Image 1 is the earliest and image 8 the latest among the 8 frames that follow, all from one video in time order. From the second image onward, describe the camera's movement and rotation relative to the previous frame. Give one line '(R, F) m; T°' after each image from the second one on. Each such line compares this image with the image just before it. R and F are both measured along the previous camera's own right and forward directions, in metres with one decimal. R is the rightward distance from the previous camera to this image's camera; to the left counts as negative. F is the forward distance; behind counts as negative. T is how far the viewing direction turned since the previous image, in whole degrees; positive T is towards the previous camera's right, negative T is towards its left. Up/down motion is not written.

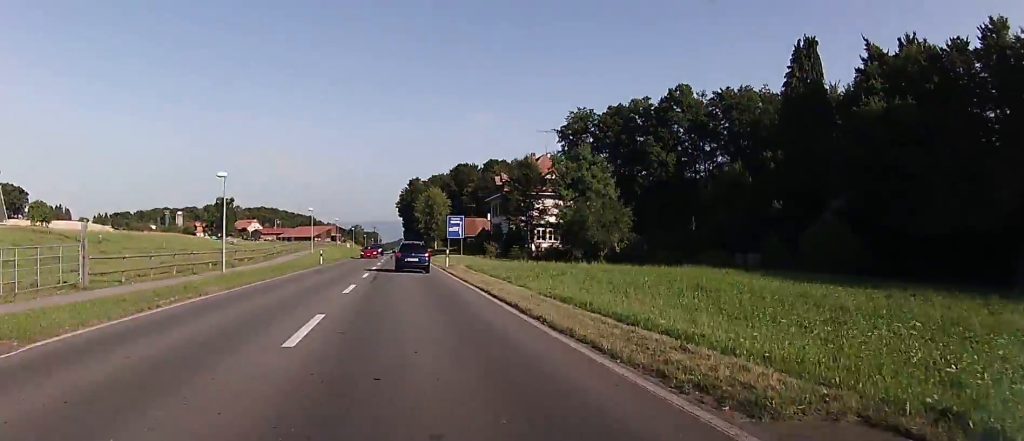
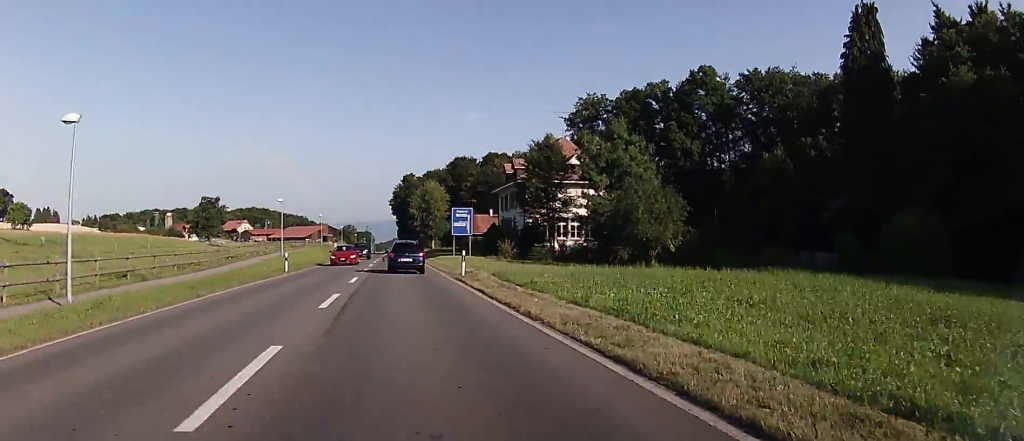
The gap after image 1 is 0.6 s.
(+0.2, +13.3) m; +1°
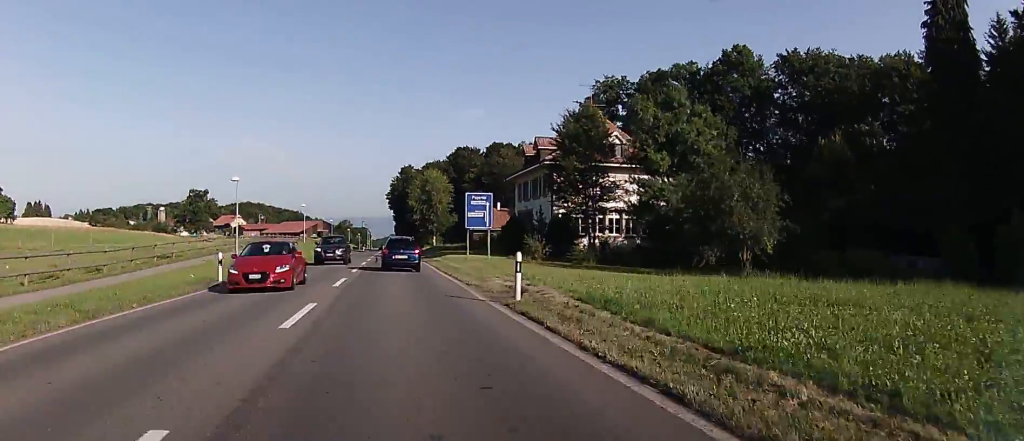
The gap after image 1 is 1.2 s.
(+0.2, +13.2) m; -1°
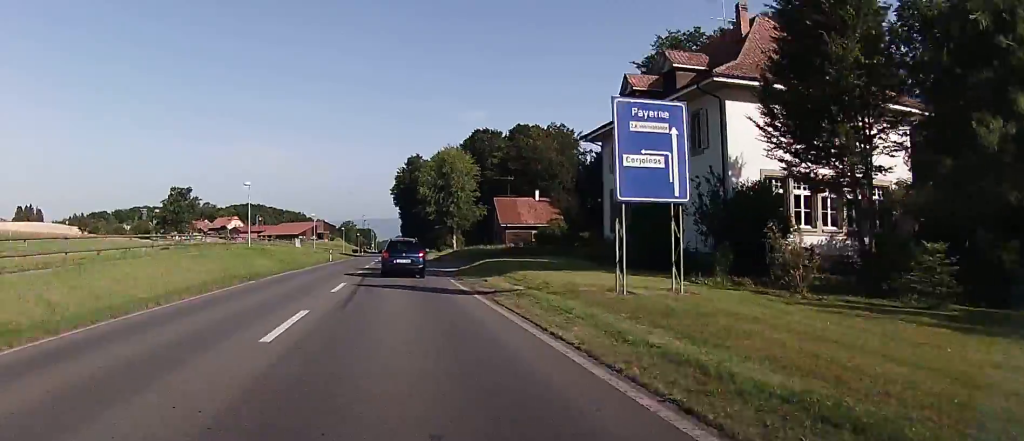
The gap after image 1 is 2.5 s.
(-0.8, +29.0) m; -3°
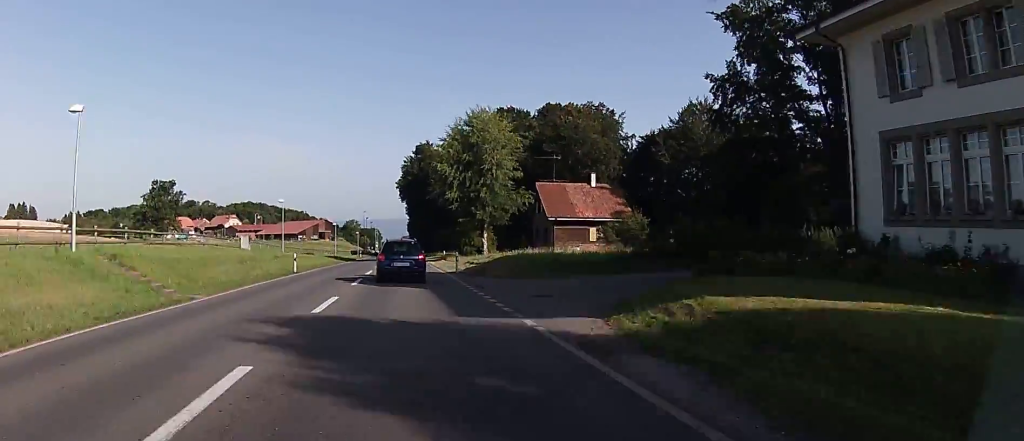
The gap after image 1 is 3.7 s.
(-0.1, +24.1) m; 0°
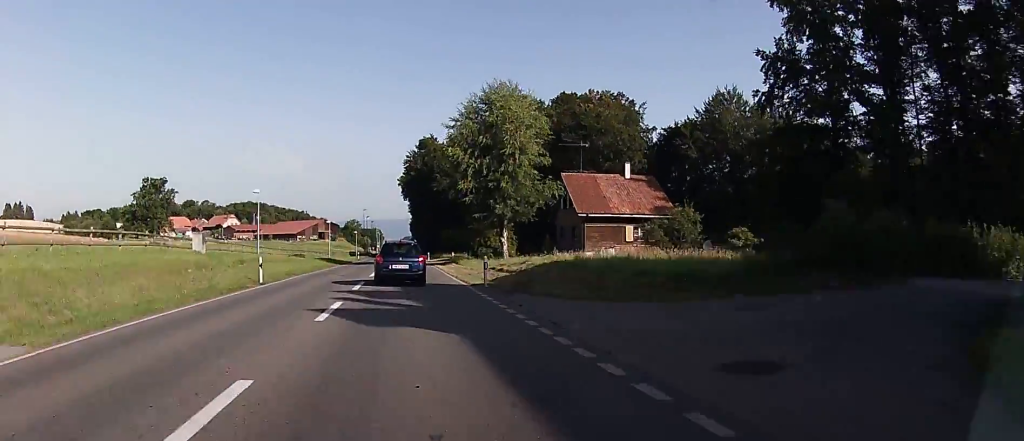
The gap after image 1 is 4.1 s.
(+0.2, +9.9) m; 0°
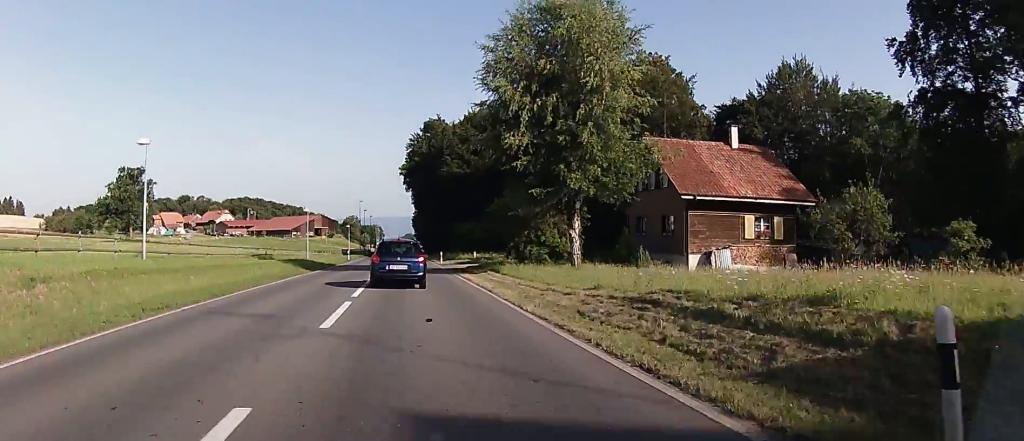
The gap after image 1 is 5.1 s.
(-0.2, +19.5) m; -1°
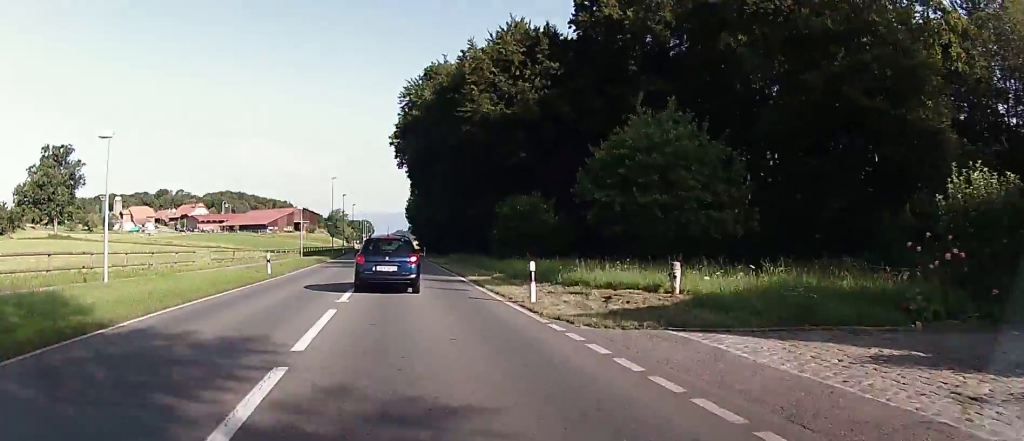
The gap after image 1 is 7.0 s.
(0.0, +39.0) m; 0°
